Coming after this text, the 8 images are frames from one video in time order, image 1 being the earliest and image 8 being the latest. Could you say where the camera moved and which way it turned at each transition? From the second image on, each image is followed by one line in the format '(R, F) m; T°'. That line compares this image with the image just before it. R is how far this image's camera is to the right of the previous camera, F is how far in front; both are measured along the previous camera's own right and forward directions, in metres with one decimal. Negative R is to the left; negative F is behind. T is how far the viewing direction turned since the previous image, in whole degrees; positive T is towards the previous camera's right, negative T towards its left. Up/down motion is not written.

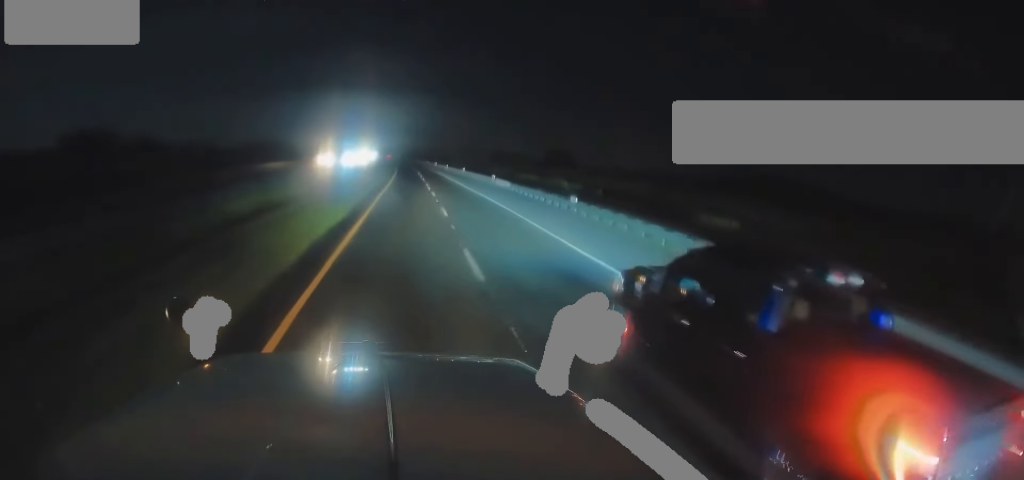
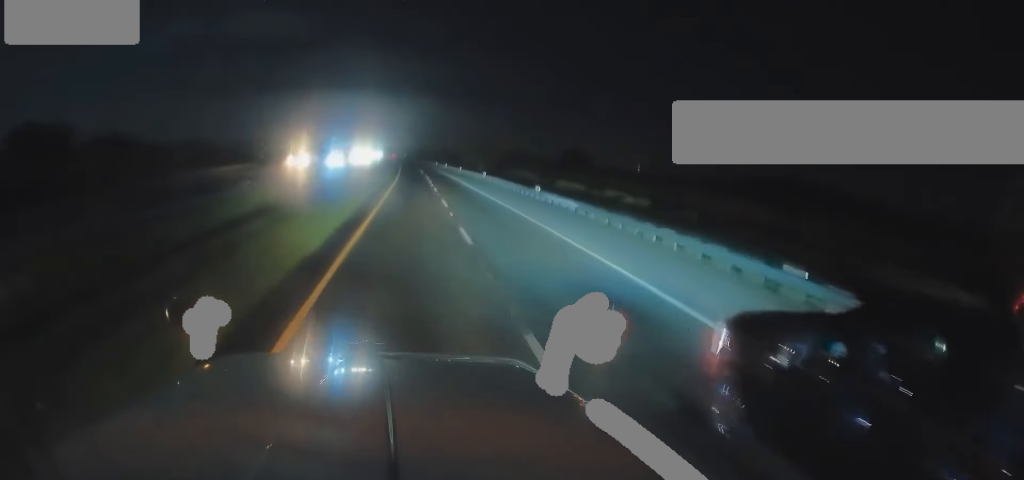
(+0.2, +20.6) m; -1°
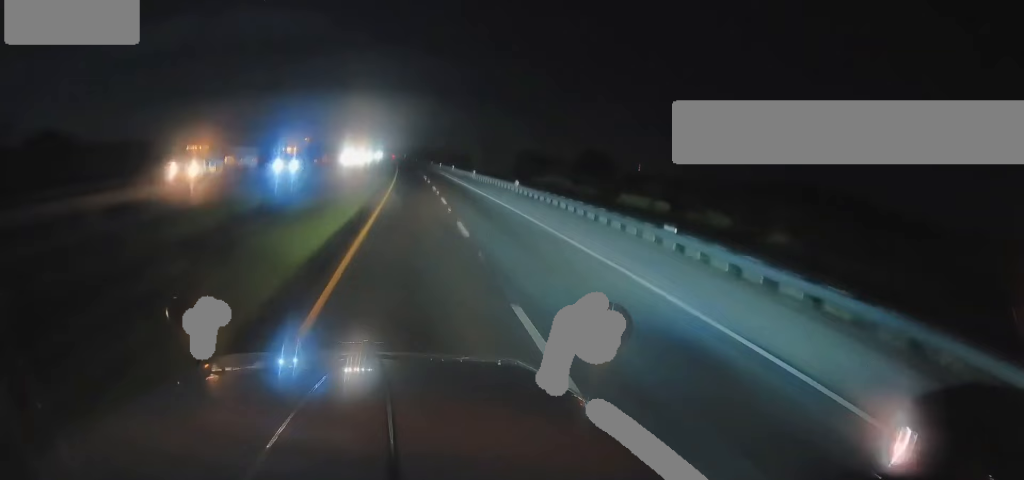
(-0.7, +22.6) m; -2°
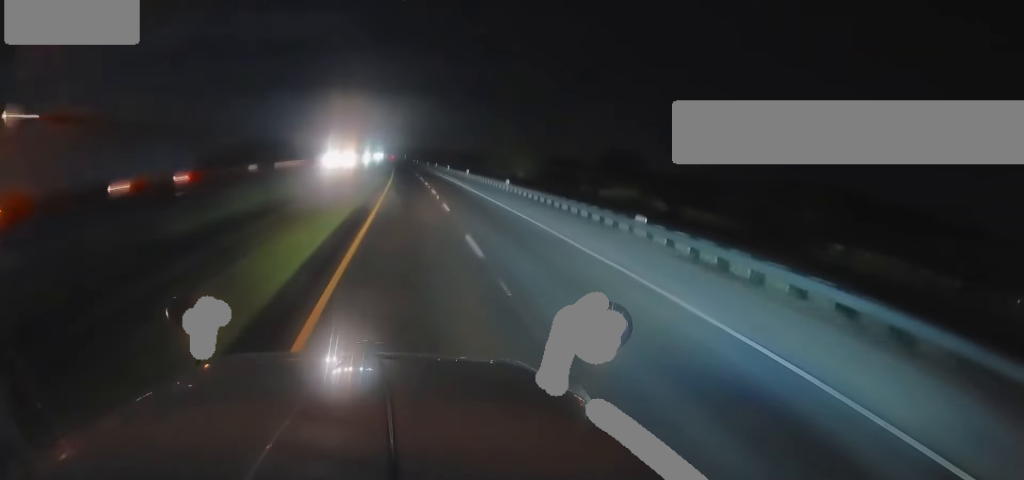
(-0.2, +26.8) m; 0°
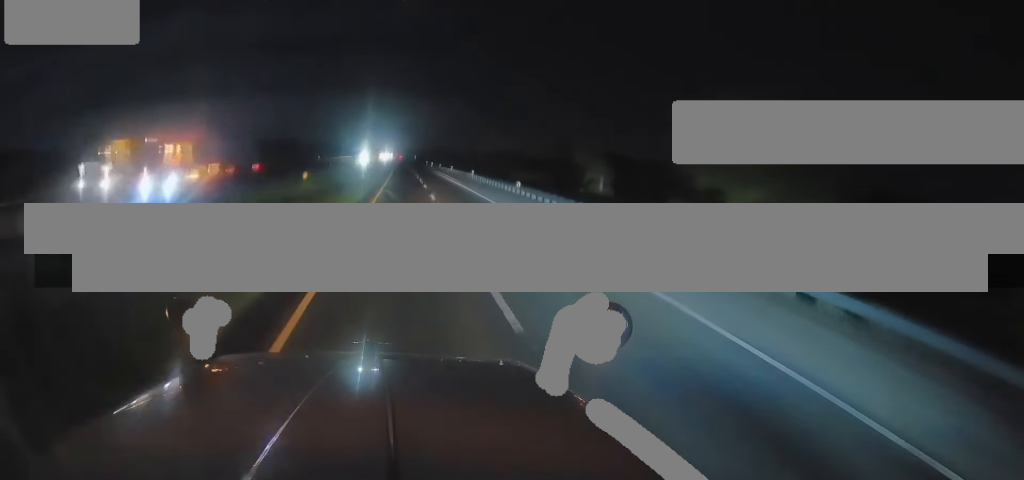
(+0.7, +67.6) m; 0°
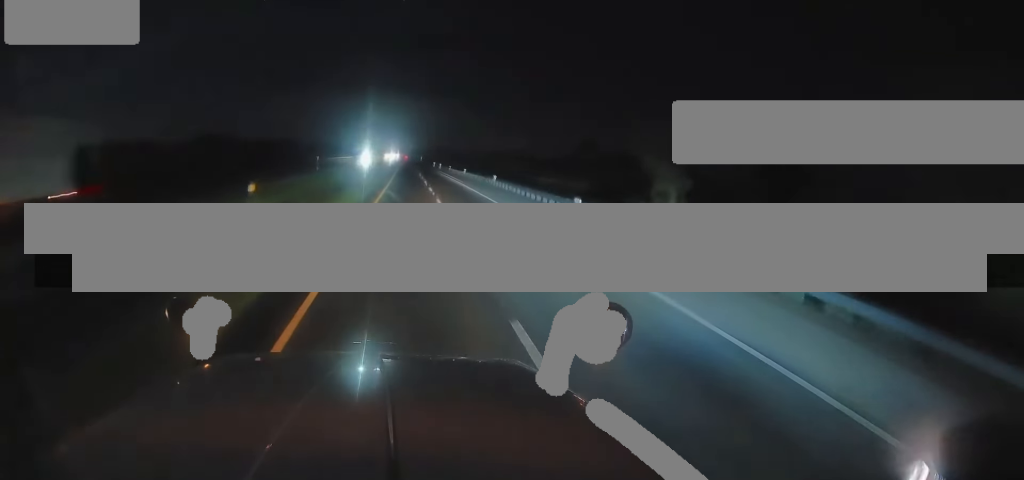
(-0.1, +15.7) m; -1°
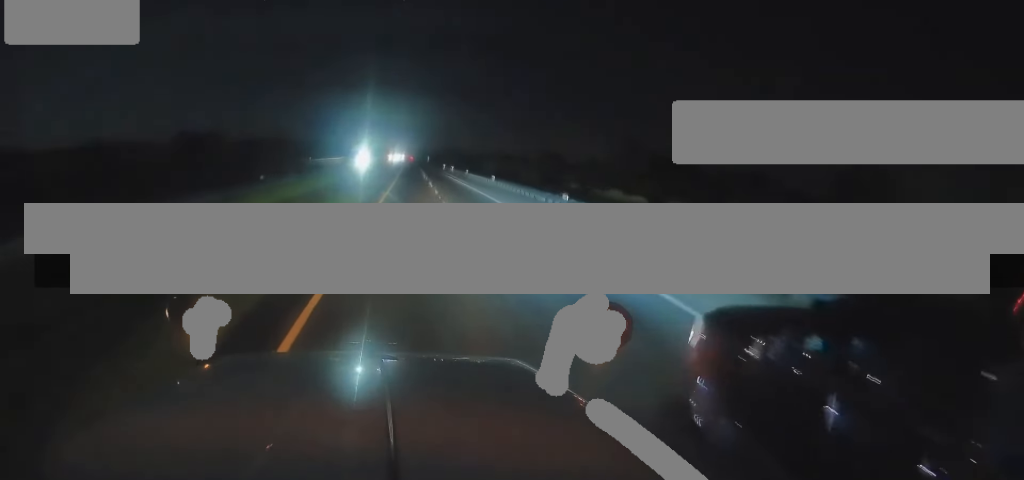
(-0.2, +27.2) m; -1°
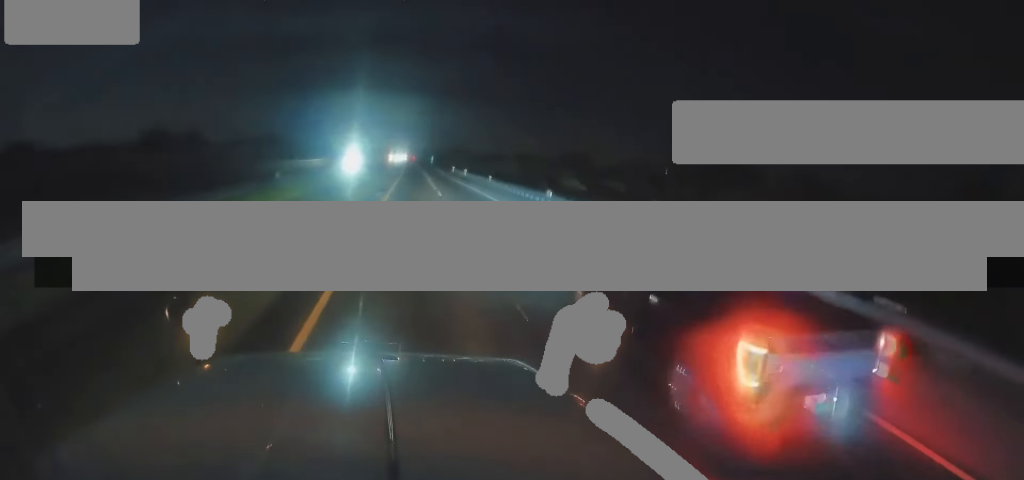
(-0.3, +26.1) m; 0°
